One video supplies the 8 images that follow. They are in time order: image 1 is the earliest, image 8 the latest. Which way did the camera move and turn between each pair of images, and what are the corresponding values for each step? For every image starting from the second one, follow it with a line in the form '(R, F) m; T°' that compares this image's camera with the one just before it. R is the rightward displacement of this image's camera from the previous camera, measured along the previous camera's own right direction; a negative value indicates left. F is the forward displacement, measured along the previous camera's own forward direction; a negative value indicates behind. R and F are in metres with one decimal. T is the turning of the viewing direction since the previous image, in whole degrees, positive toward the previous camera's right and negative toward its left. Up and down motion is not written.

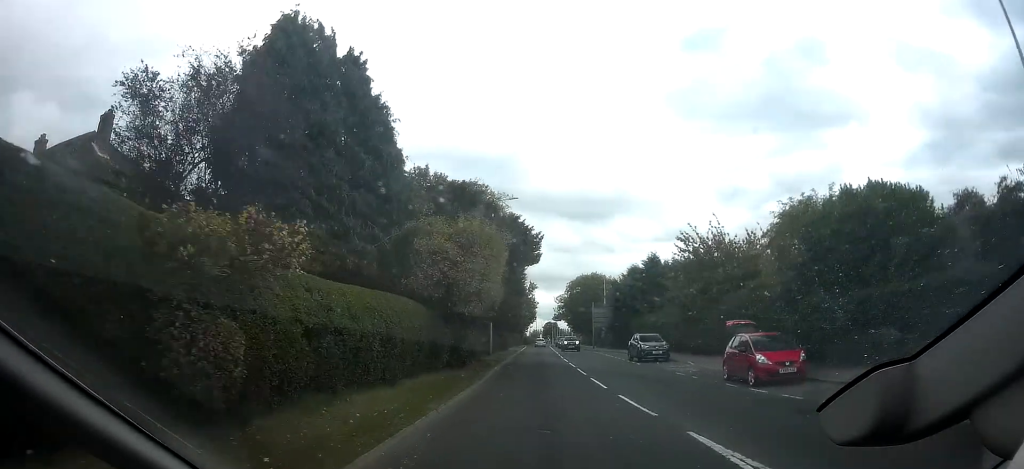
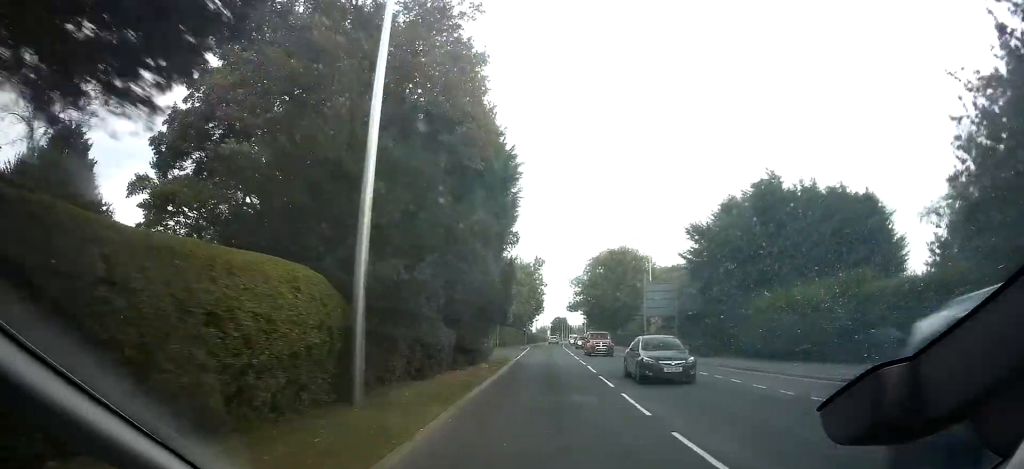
(-0.2, +29.3) m; -1°
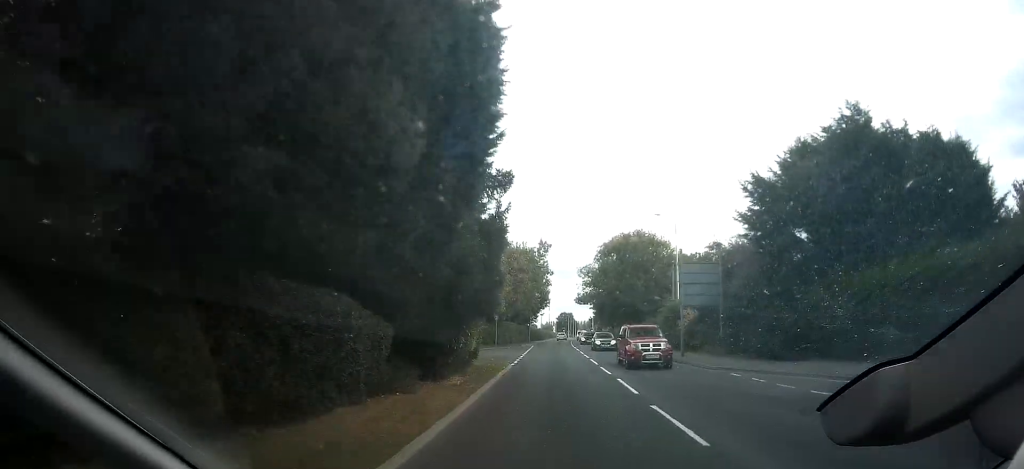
(-0.2, +8.8) m; -1°
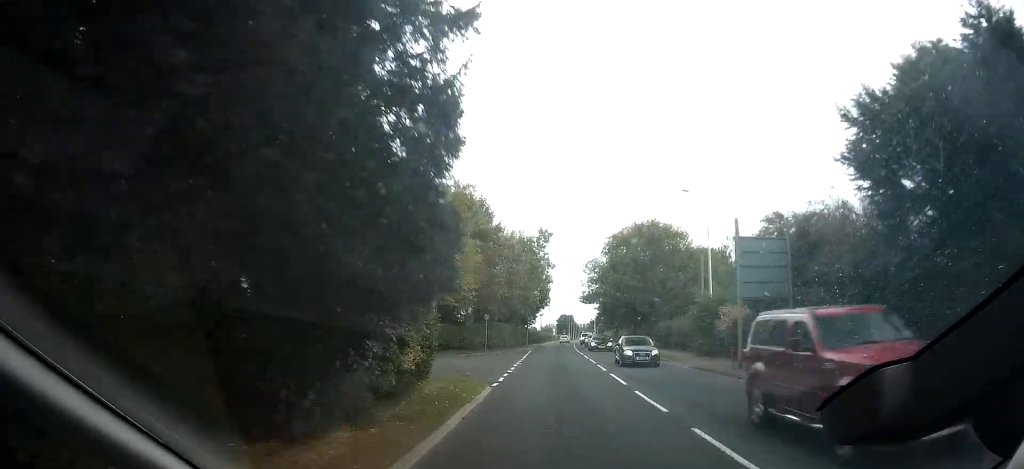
(+0.2, +9.0) m; 0°
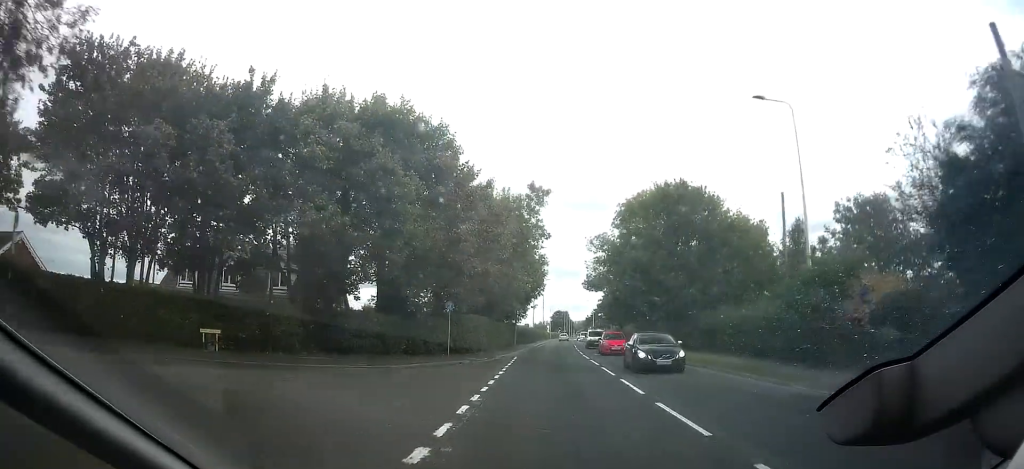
(0.0, +14.9) m; 0°
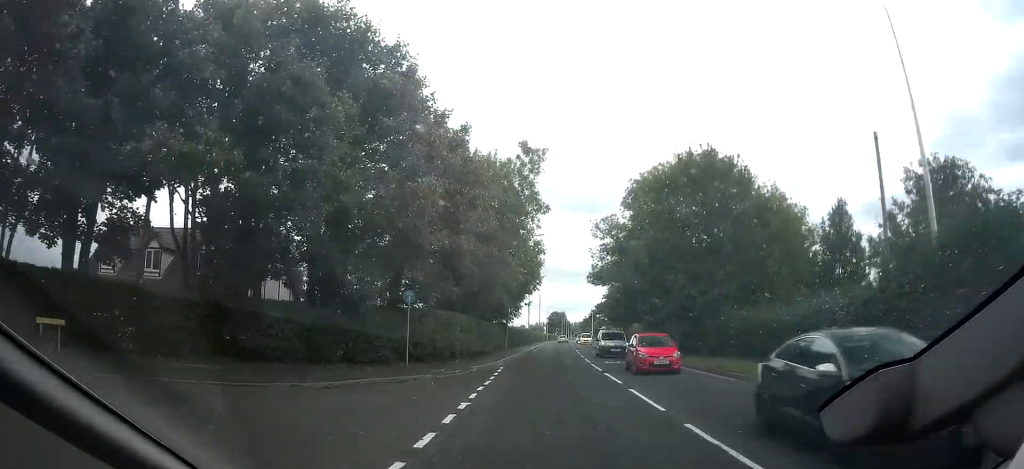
(0.0, +8.4) m; 0°
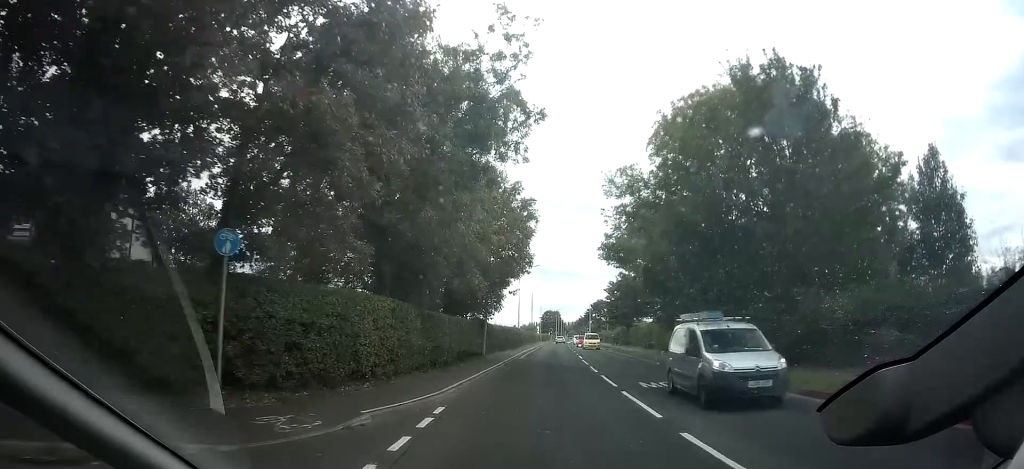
(0.0, +12.4) m; +1°
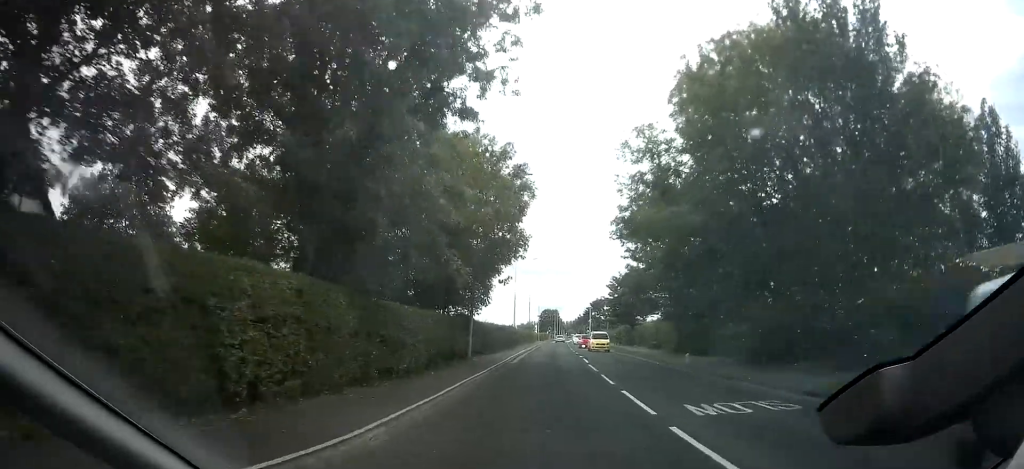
(0.0, +5.8) m; +1°
